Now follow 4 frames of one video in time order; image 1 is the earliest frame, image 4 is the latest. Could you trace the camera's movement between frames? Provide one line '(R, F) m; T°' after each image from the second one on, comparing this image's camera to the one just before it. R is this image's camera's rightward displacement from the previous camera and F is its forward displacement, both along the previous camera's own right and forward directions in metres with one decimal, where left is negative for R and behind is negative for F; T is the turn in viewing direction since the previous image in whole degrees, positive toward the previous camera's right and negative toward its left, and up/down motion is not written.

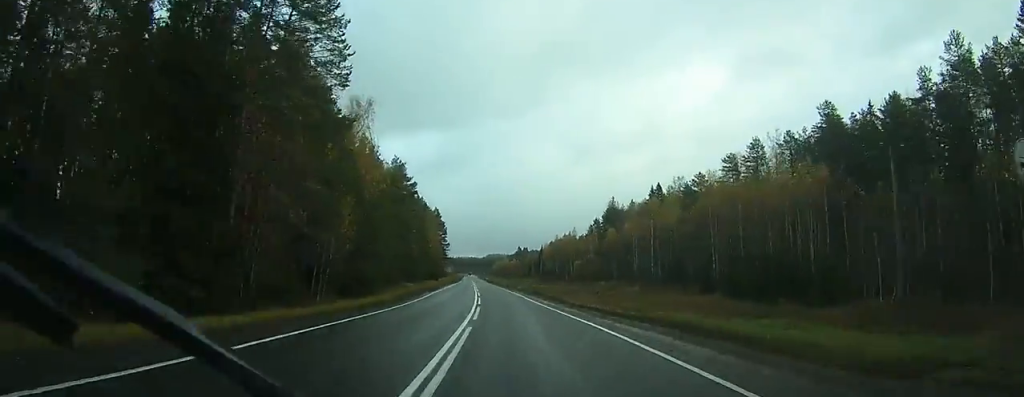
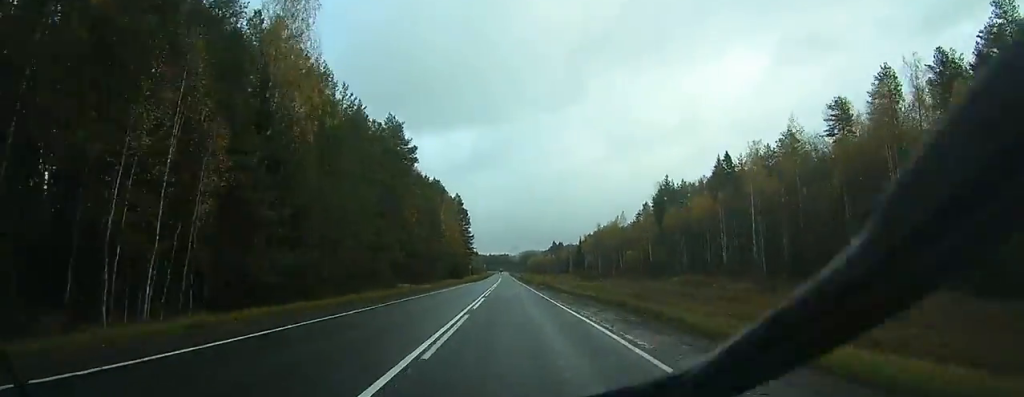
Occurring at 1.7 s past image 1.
(-1.9, +33.8) m; -5°
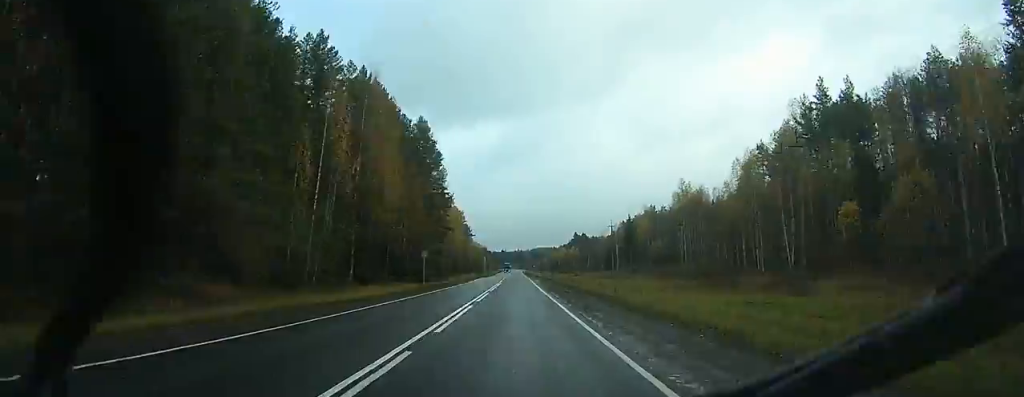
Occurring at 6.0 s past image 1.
(-3.8, +90.3) m; -3°
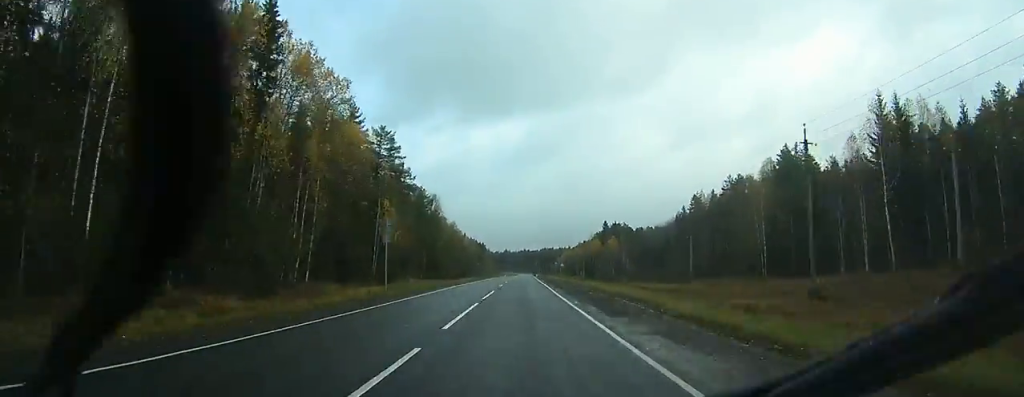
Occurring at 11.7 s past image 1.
(-0.5, +131.2) m; 0°
